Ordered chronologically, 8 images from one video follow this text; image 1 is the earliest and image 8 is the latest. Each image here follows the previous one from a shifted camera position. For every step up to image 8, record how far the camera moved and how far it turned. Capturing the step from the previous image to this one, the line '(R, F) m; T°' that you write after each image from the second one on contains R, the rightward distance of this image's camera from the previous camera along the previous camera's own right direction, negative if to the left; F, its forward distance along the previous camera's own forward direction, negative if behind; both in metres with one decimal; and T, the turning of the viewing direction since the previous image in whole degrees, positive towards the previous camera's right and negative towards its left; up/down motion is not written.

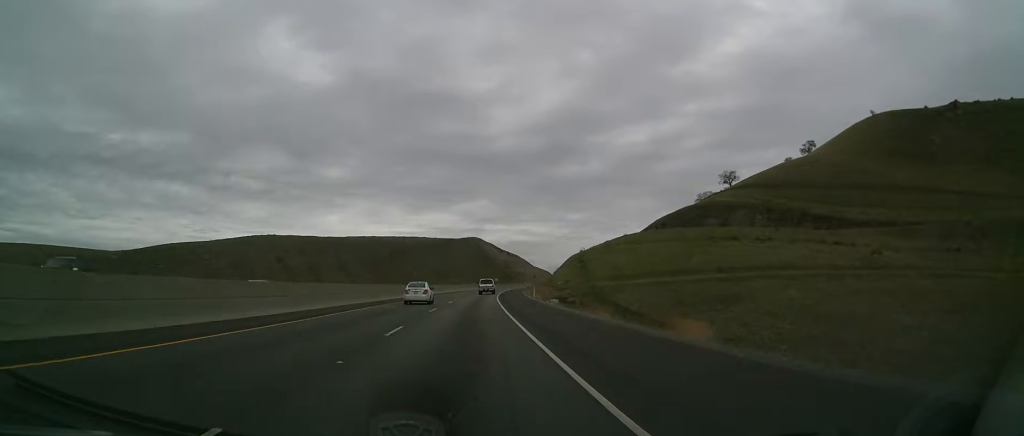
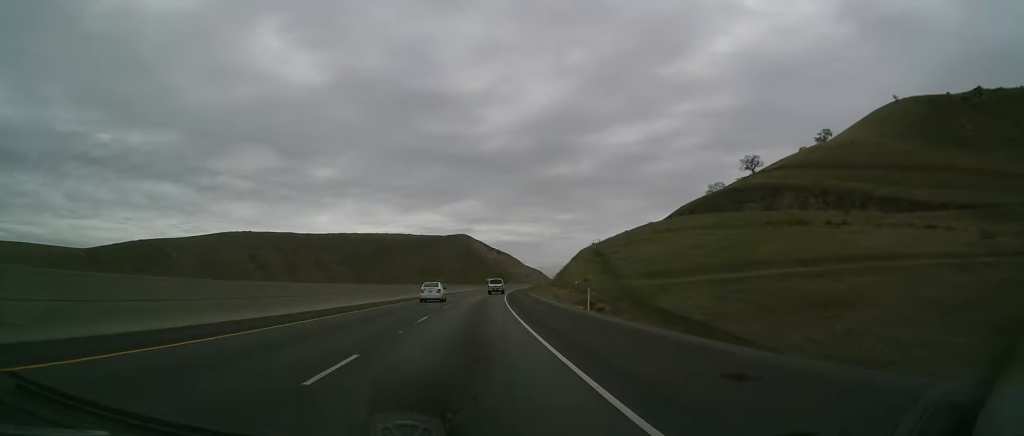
(-0.2, +37.2) m; +1°
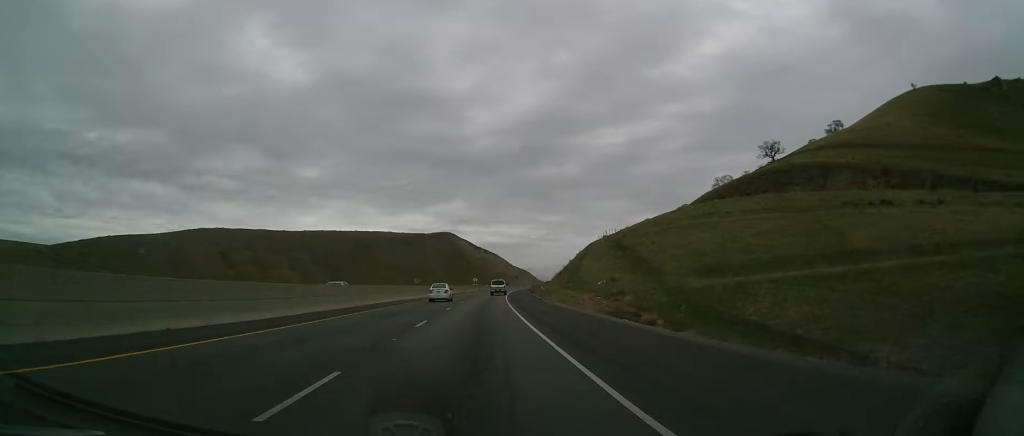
(+0.8, +31.1) m; +1°
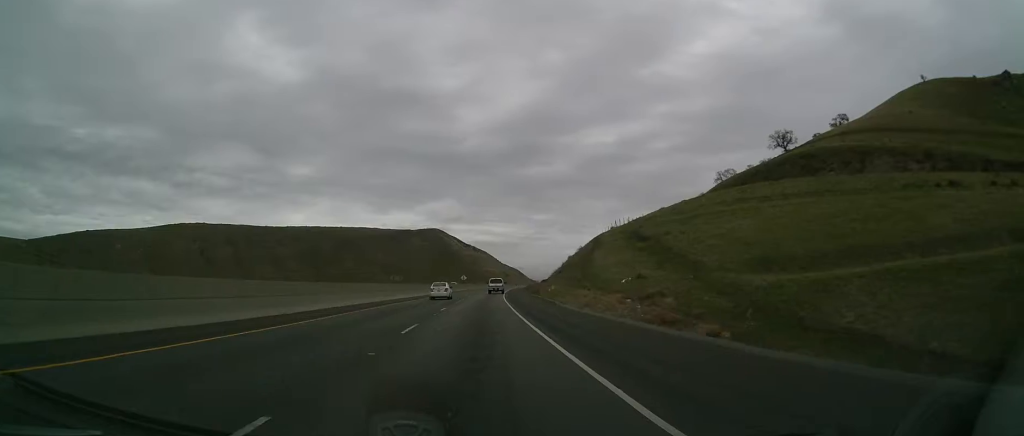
(-0.3, +17.9) m; +1°
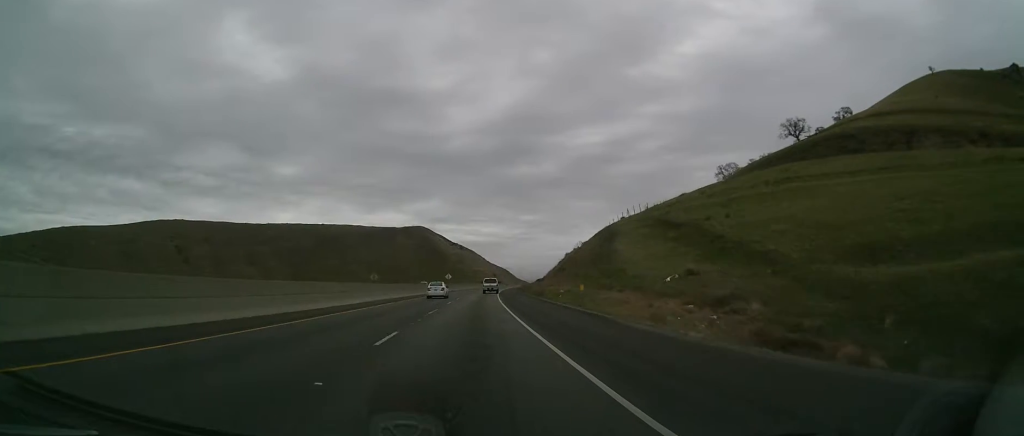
(0.0, +17.9) m; +1°
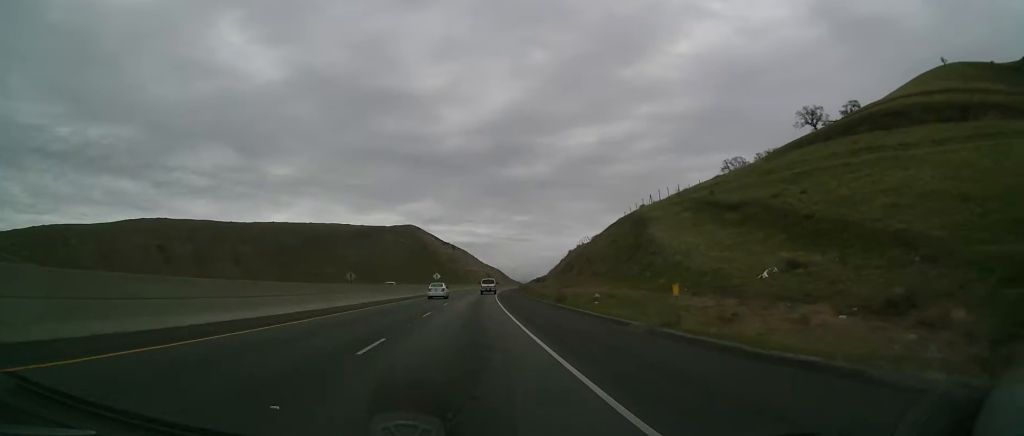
(+0.5, +16.2) m; +1°
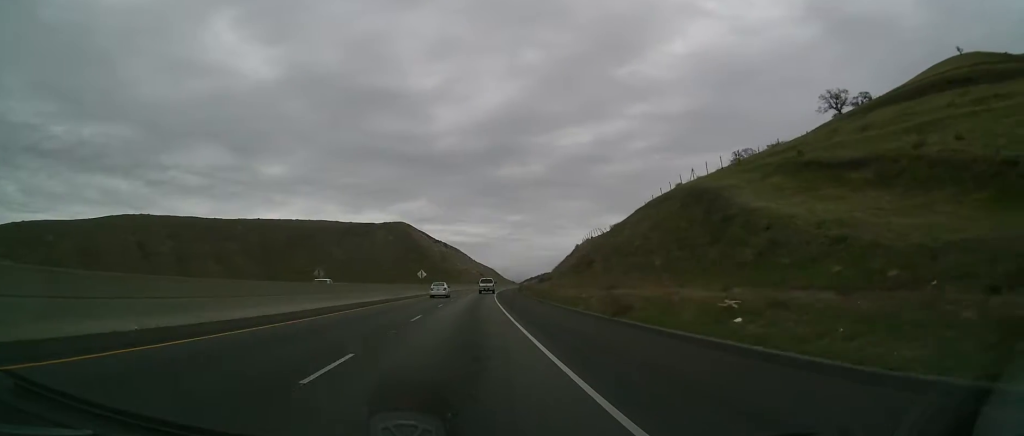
(-0.2, +18.0) m; 0°
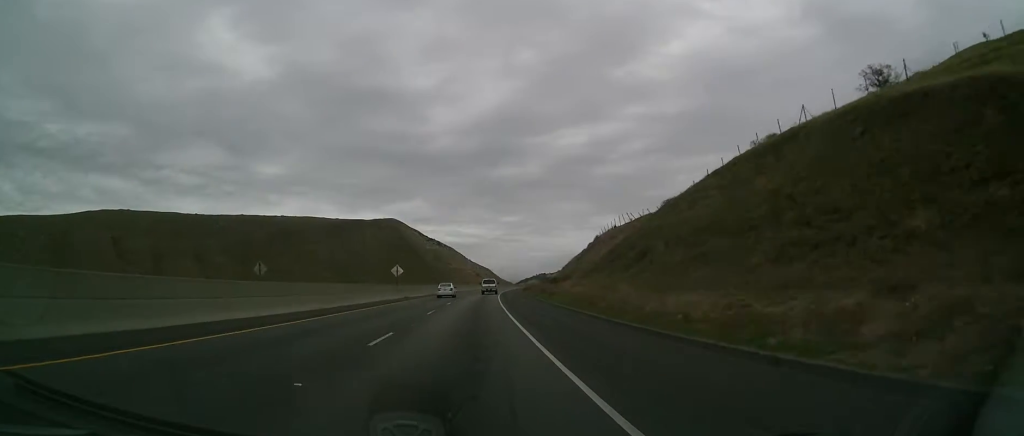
(0.0, +23.3) m; +1°
